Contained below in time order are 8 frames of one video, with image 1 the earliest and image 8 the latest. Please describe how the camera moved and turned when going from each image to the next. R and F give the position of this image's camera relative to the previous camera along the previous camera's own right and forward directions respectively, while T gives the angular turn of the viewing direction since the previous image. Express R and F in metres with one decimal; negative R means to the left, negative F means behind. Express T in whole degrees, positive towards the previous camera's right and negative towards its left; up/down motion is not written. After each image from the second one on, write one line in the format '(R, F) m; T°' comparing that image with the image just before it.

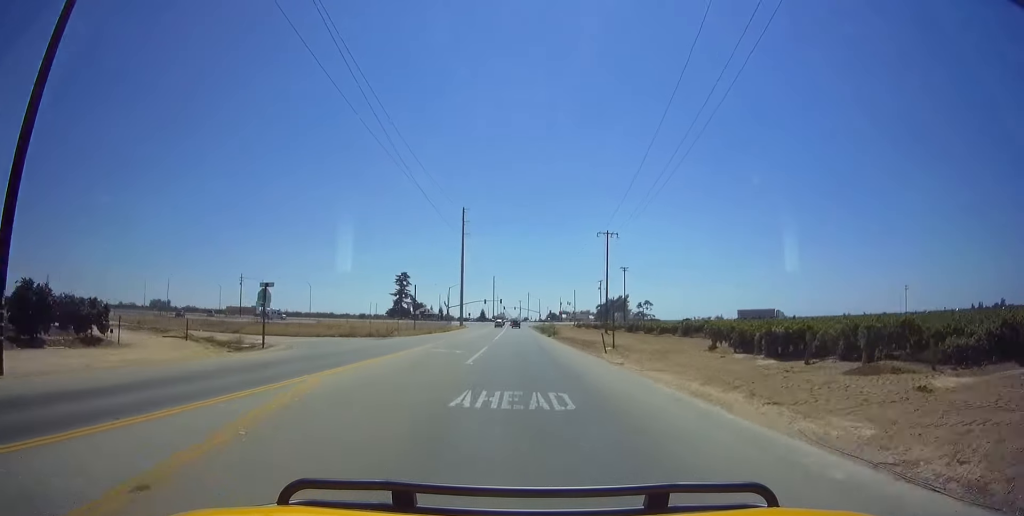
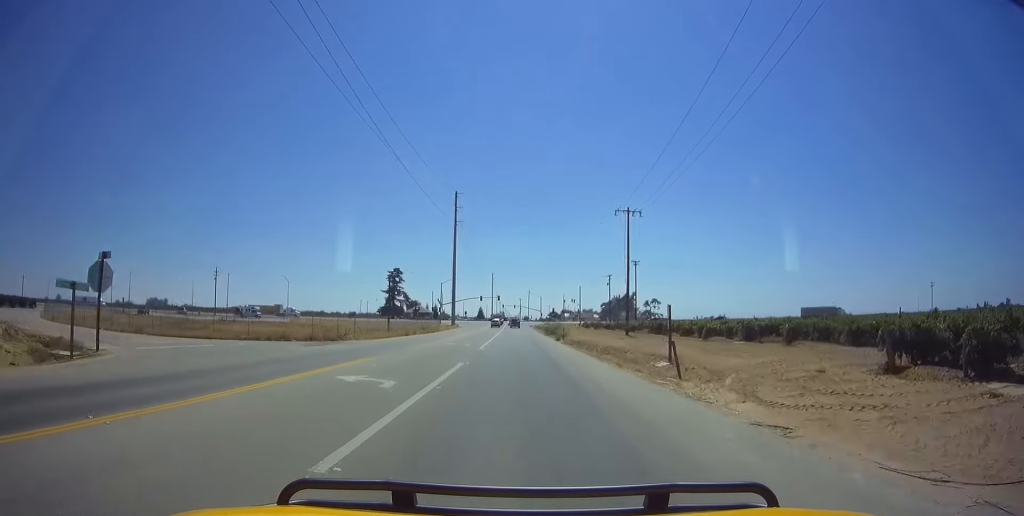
(0.0, +13.7) m; 0°
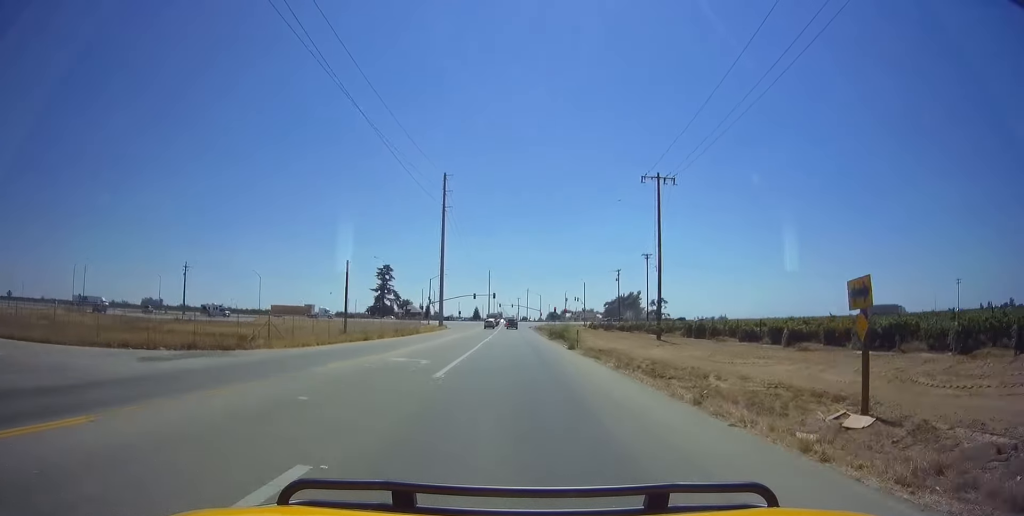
(0.0, +13.1) m; +2°
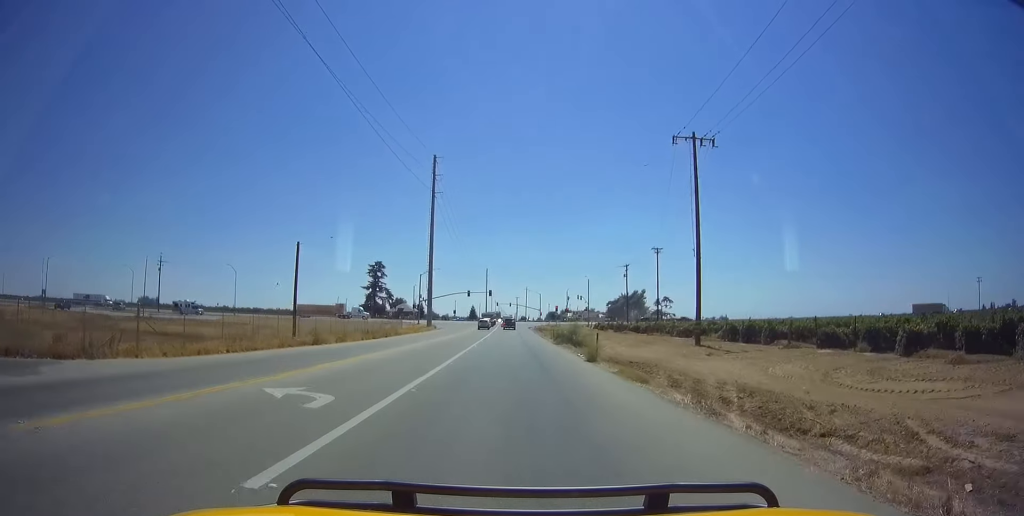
(0.0, +9.6) m; +1°
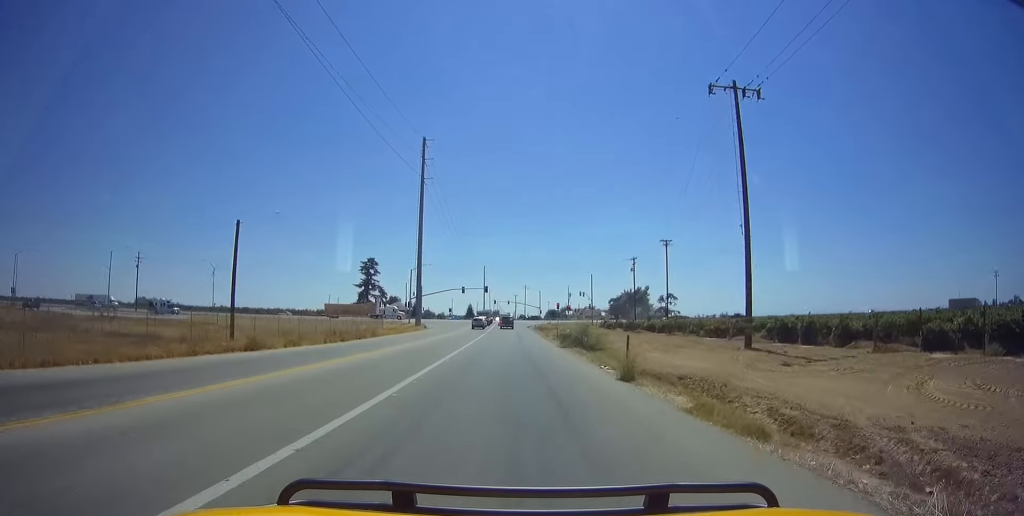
(+0.4, +7.4) m; 0°
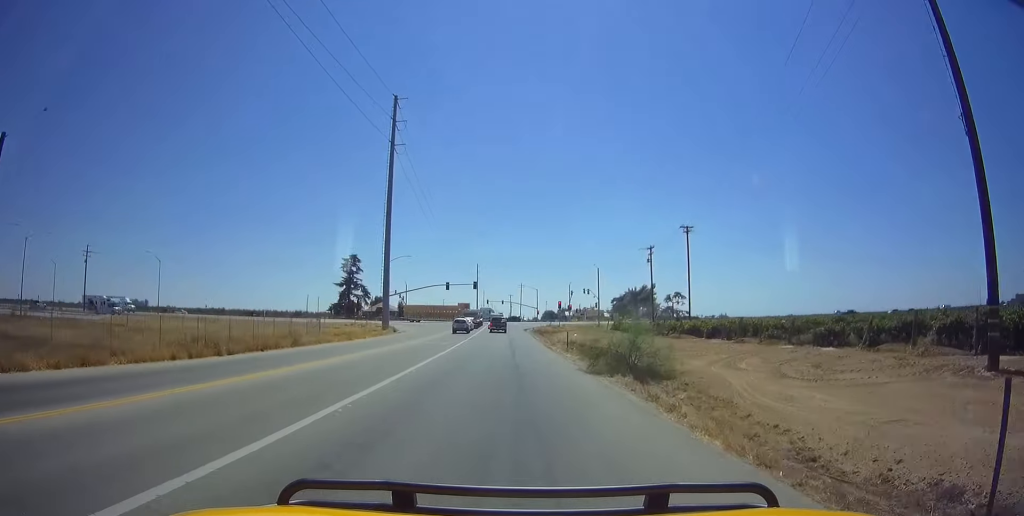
(-0.2, +14.9) m; -2°
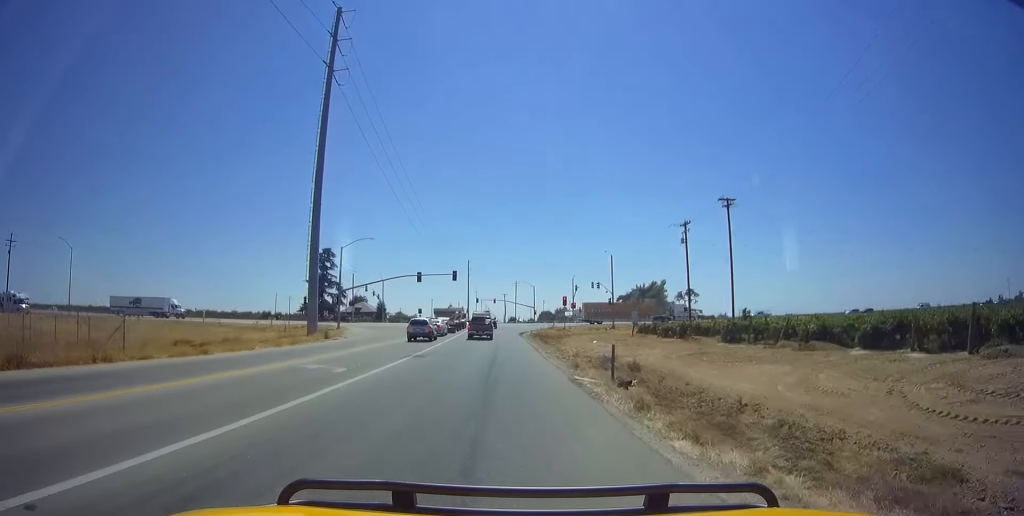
(-0.2, +18.7) m; +2°
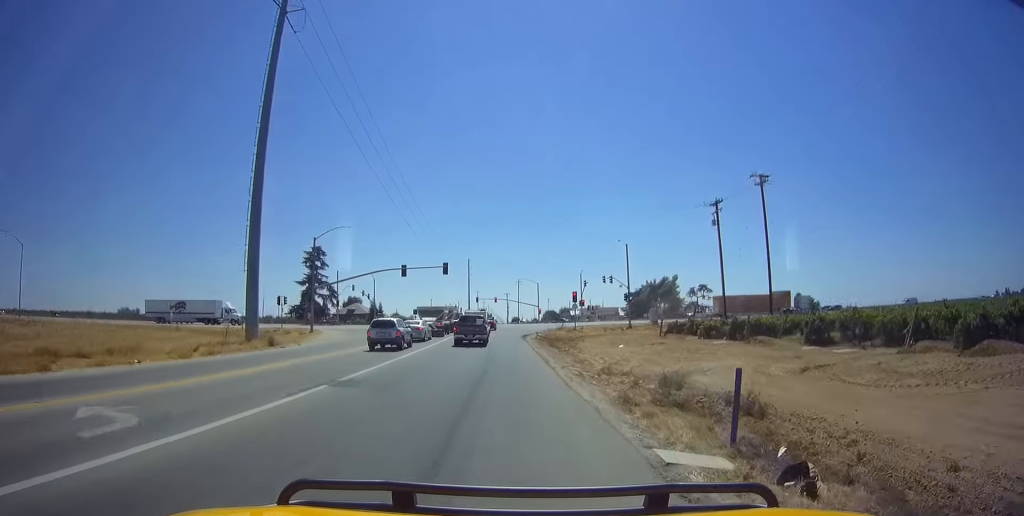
(+0.6, +9.0) m; 0°
